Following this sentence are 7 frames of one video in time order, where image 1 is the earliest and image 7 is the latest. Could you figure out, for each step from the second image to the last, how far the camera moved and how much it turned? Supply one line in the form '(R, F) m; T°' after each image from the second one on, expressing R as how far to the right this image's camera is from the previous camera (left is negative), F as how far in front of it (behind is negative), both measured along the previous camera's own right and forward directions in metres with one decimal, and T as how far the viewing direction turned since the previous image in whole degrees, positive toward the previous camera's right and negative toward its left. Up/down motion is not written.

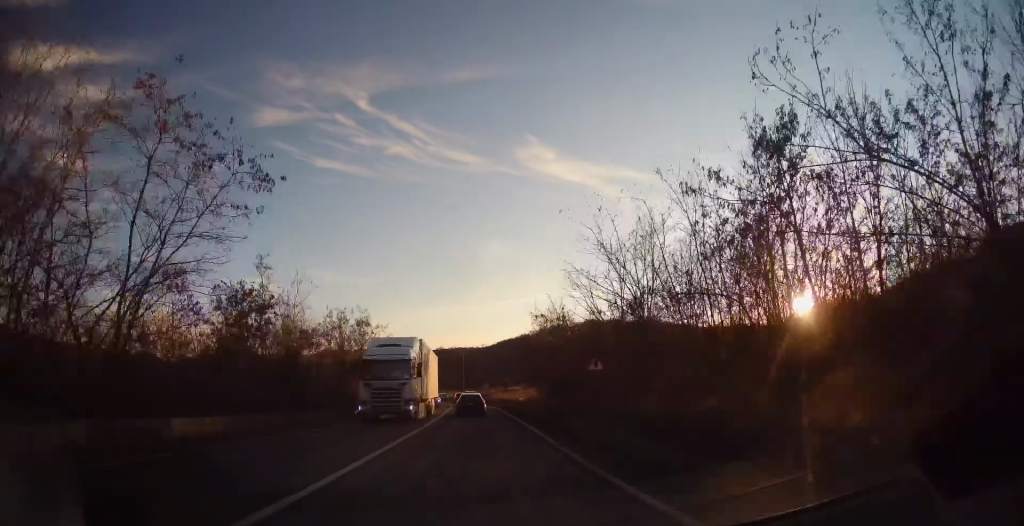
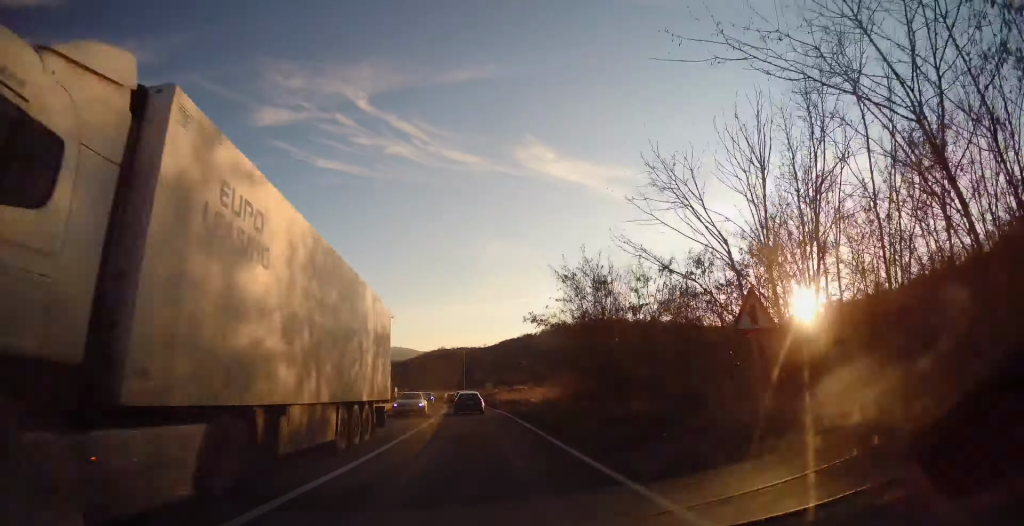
(-0.1, +12.4) m; 0°
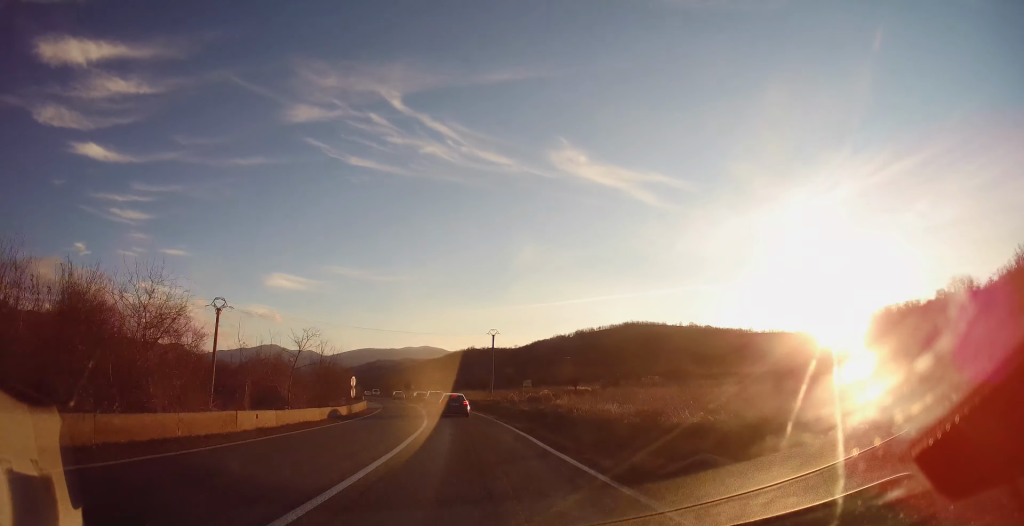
(-0.5, +42.3) m; -4°
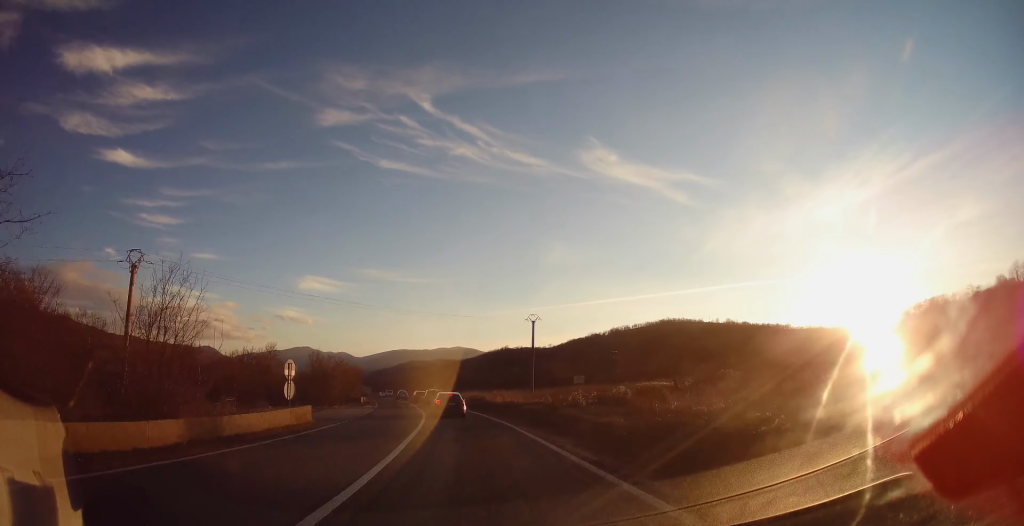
(-0.6, +20.4) m; -5°
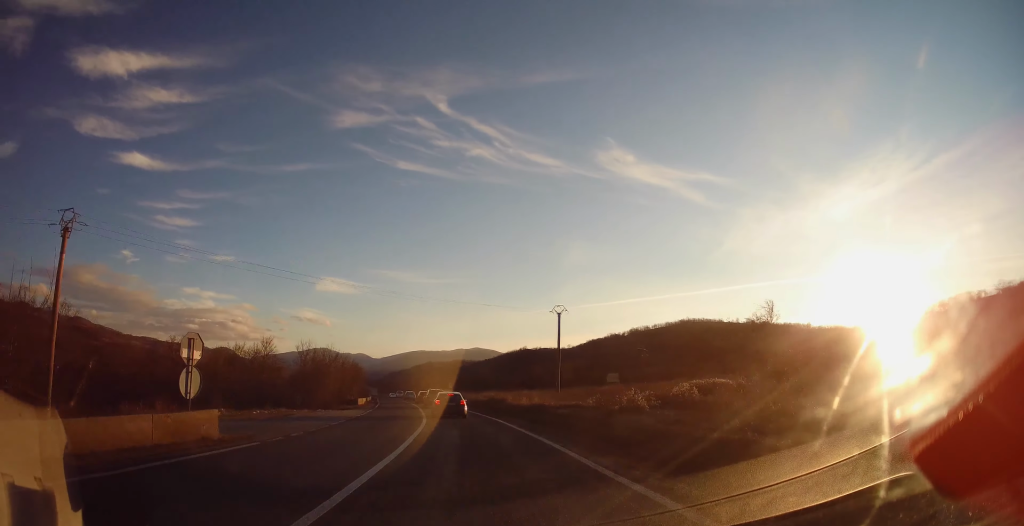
(-0.3, +9.4) m; -2°
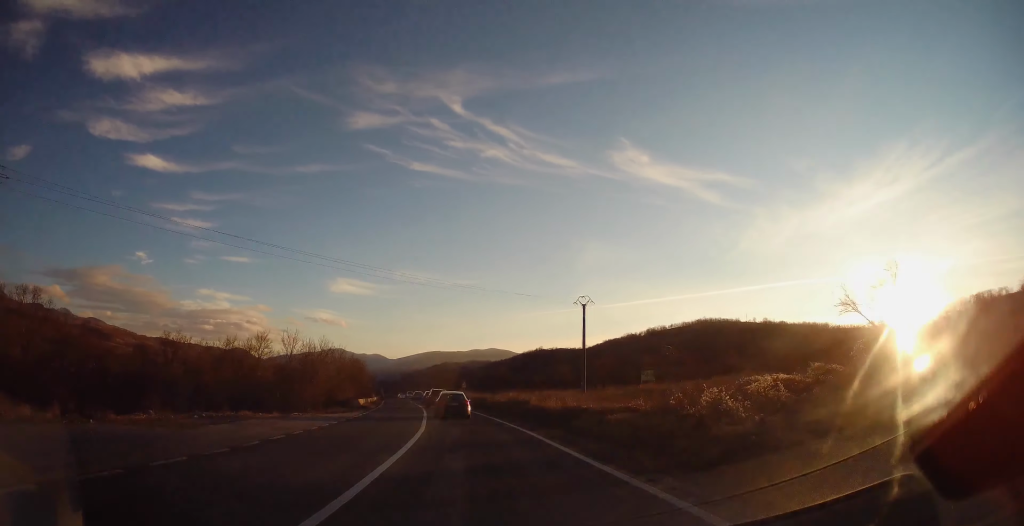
(-0.3, +7.7) m; -1°
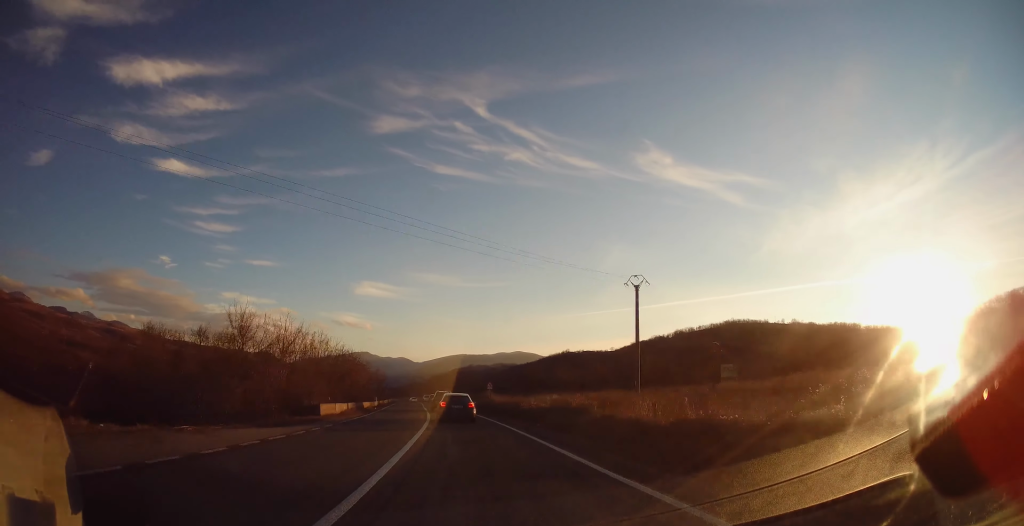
(0.0, +13.6) m; -2°
